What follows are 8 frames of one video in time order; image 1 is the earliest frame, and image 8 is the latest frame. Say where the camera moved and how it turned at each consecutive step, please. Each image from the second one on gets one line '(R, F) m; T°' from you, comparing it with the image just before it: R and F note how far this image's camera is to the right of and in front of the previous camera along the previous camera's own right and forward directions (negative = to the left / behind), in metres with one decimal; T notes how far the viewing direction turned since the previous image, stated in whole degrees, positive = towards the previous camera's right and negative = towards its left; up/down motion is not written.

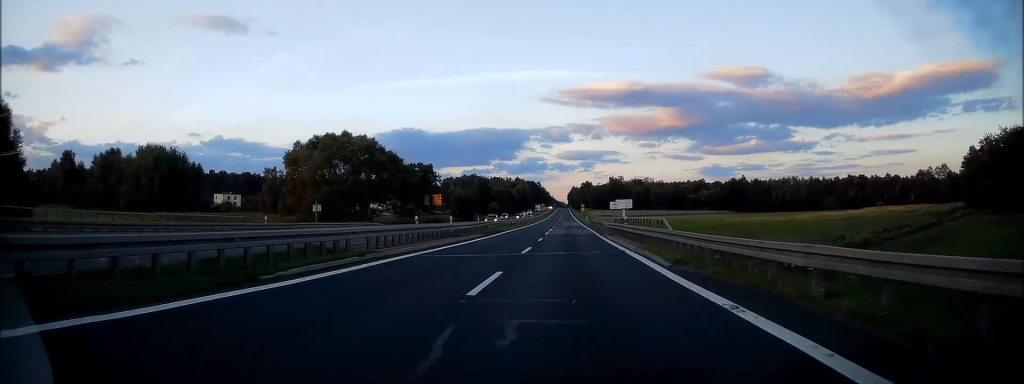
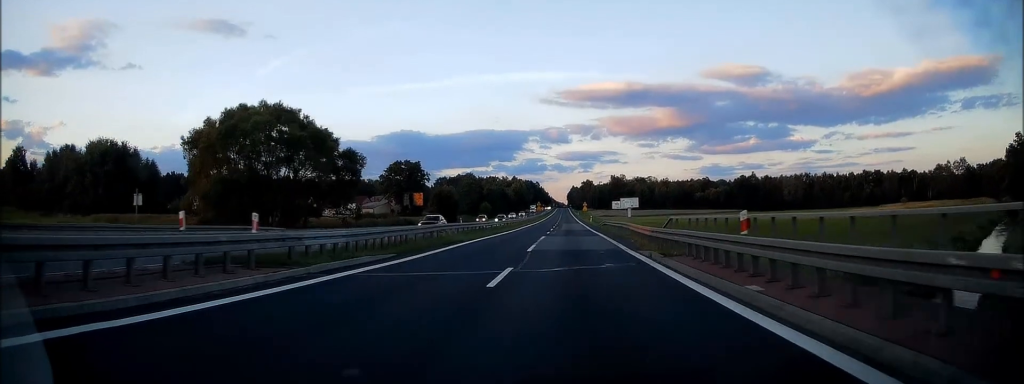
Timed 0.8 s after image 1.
(-0.1, +21.7) m; 0°
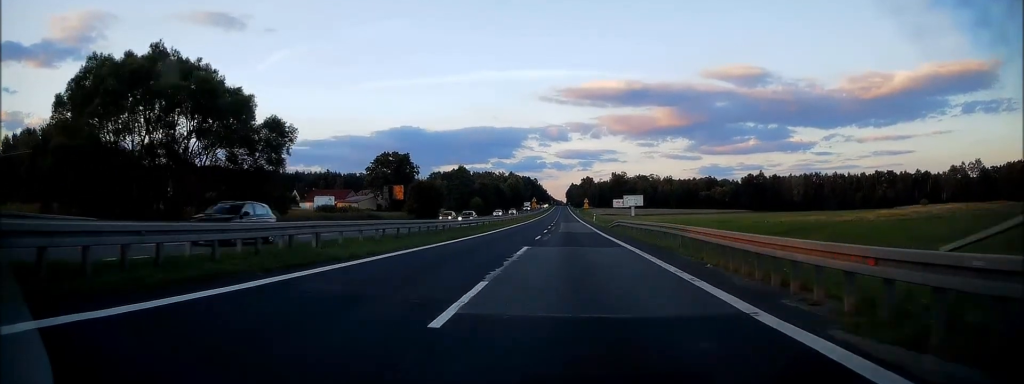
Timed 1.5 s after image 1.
(+0.1, +16.8) m; 0°
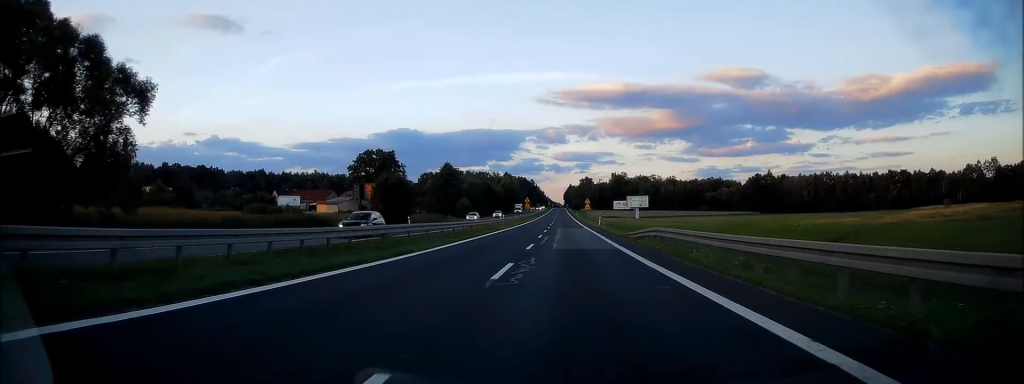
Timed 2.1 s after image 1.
(0.0, +17.8) m; 0°
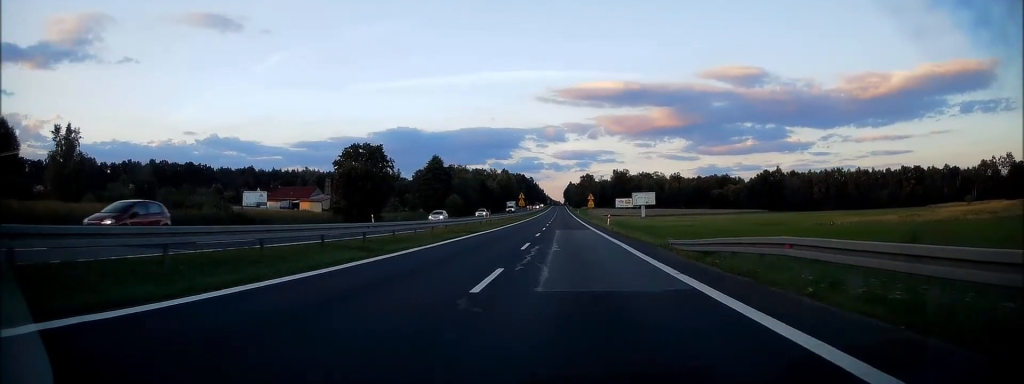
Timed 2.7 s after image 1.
(0.0, +14.4) m; 0°
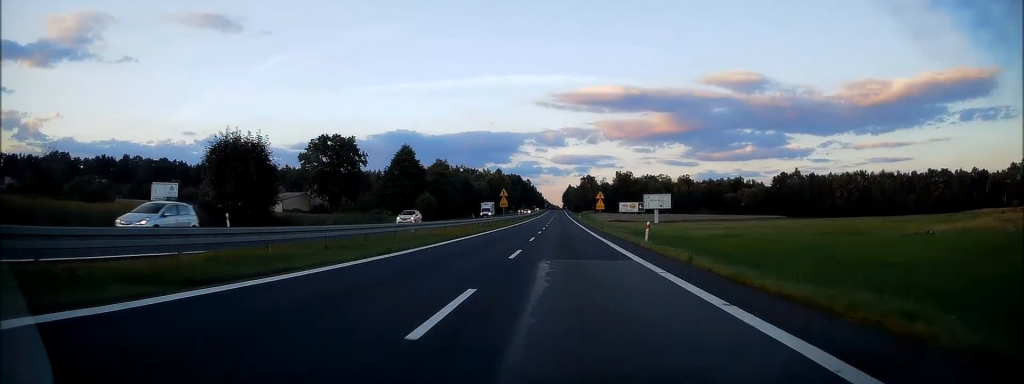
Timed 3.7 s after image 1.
(-0.2, +27.3) m; 0°
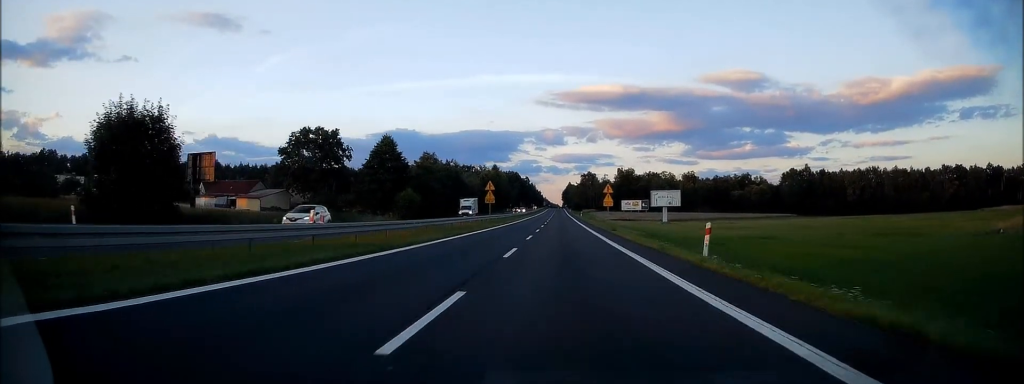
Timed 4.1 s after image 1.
(+0.2, +12.9) m; 0°
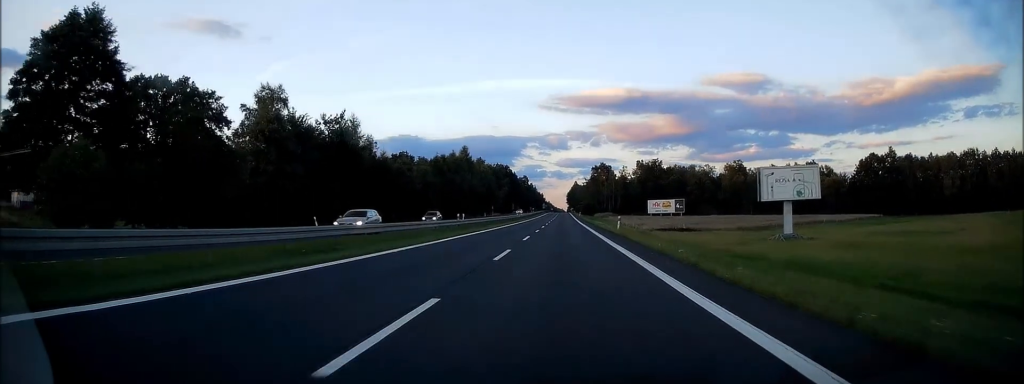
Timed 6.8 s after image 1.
(-0.9, +73.5) m; -1°
